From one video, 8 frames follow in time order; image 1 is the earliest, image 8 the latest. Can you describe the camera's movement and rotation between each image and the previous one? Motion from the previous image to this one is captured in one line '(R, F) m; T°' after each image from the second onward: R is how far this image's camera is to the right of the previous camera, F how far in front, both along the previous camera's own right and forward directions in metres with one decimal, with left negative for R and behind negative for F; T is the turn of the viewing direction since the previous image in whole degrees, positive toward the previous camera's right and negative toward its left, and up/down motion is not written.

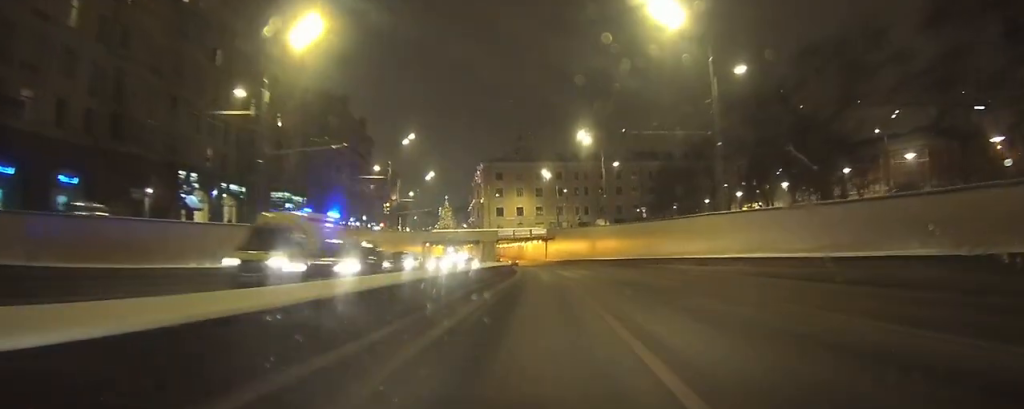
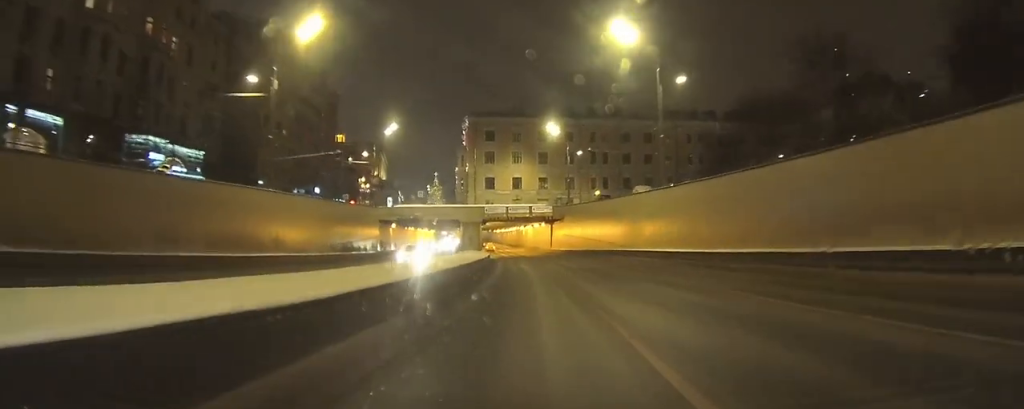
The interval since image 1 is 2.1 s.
(-0.6, +30.3) m; -2°
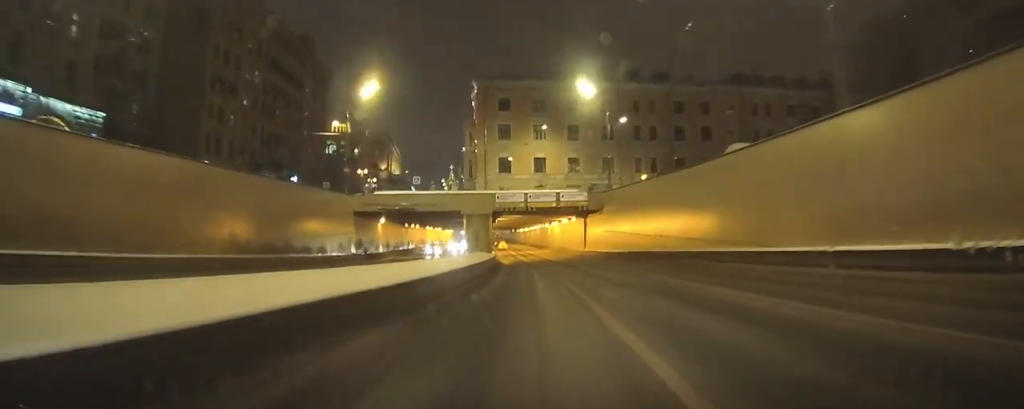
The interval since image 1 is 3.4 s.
(-0.2, +16.3) m; -1°
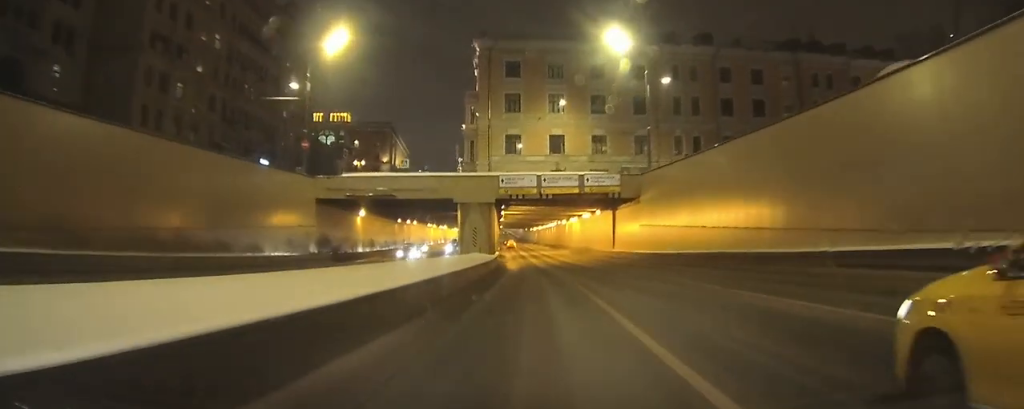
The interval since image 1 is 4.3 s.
(-0.1, +13.0) m; 0°
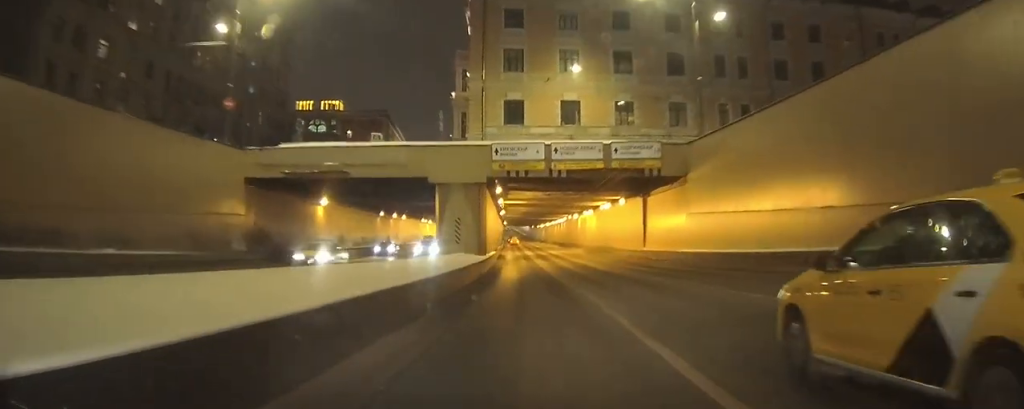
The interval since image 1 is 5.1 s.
(0.0, +13.6) m; -1°
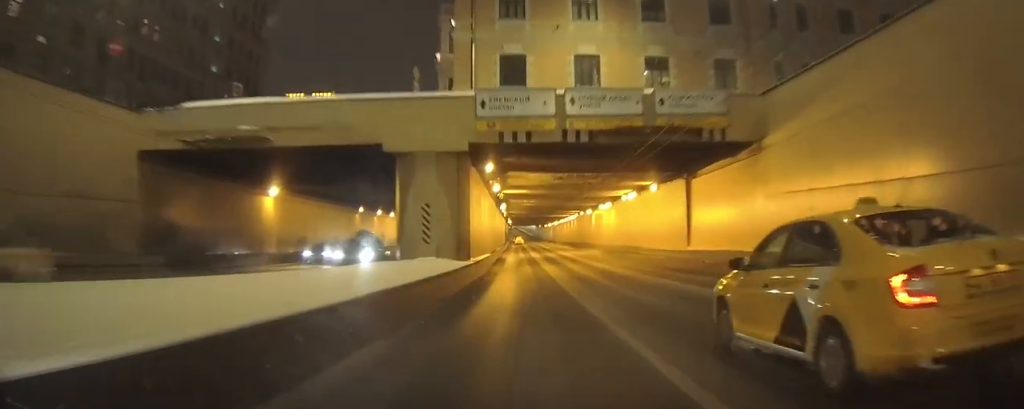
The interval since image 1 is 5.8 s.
(-0.1, +12.5) m; -1°
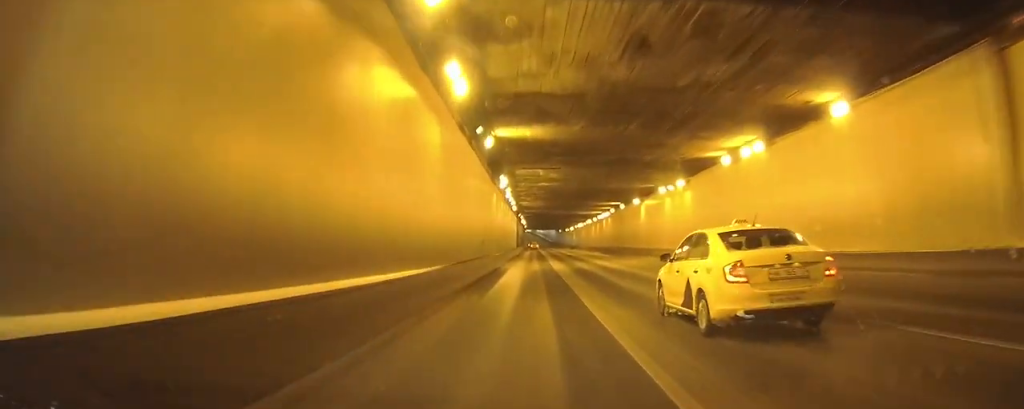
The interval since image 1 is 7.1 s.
(-0.2, +28.1) m; 0°
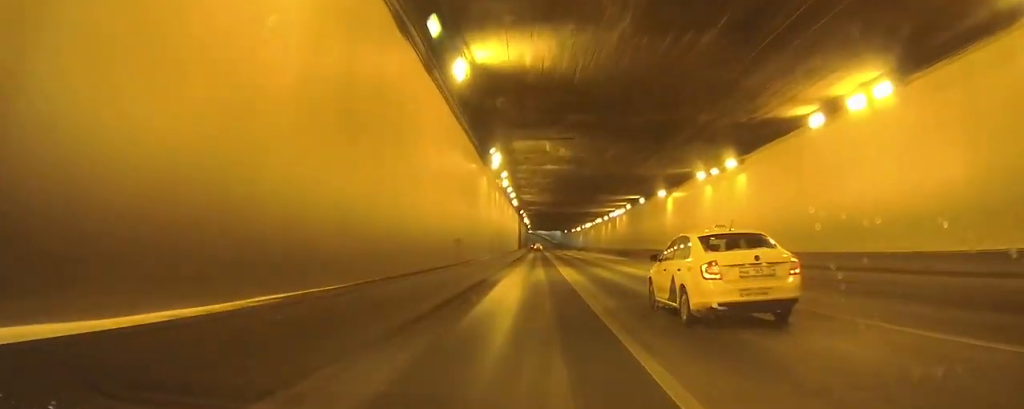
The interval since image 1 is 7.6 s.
(0.0, +10.0) m; 0°
